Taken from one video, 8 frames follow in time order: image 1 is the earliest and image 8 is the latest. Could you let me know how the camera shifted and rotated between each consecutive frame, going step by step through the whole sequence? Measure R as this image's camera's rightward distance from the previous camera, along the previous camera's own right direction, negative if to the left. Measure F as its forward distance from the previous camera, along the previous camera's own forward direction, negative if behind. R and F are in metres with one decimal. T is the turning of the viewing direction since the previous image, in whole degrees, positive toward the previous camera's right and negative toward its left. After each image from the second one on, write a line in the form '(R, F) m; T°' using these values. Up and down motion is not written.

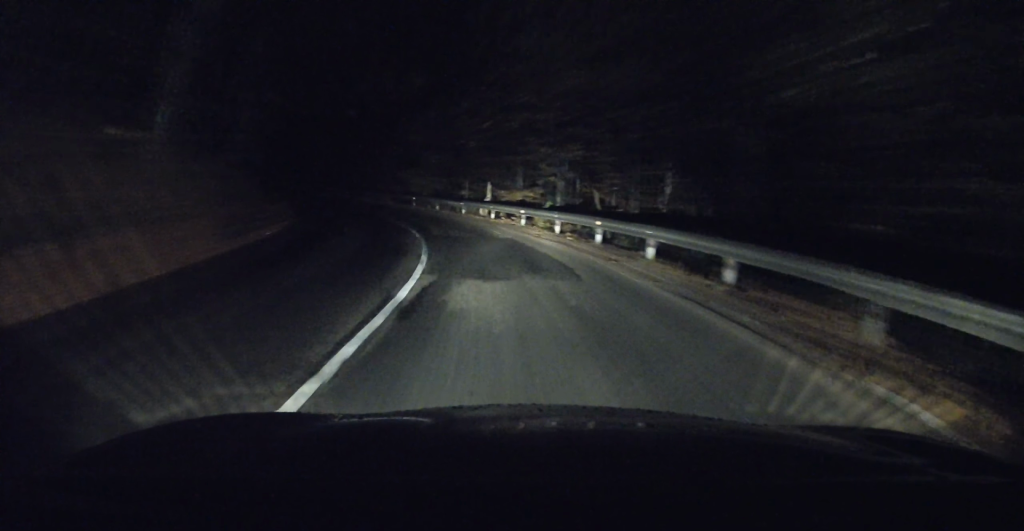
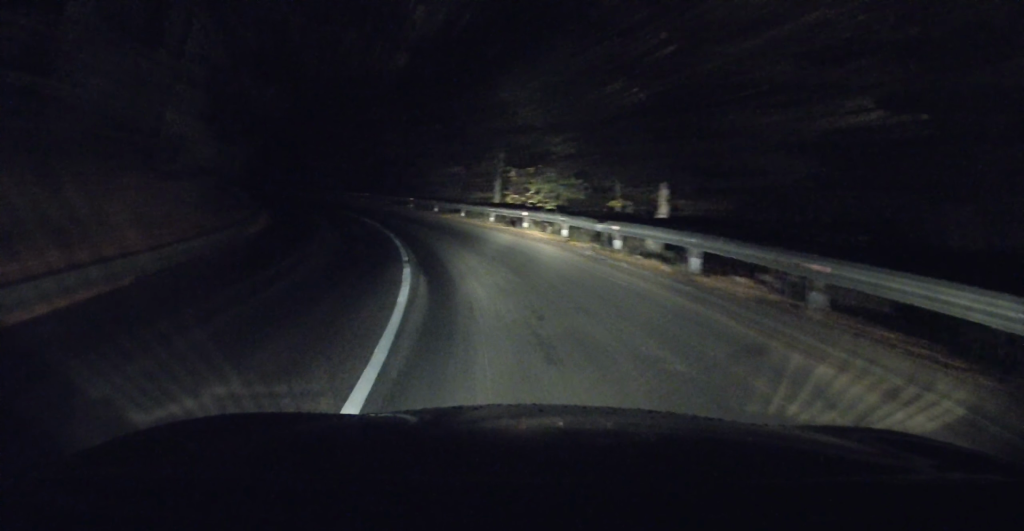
(-1.9, +16.4) m; -13°
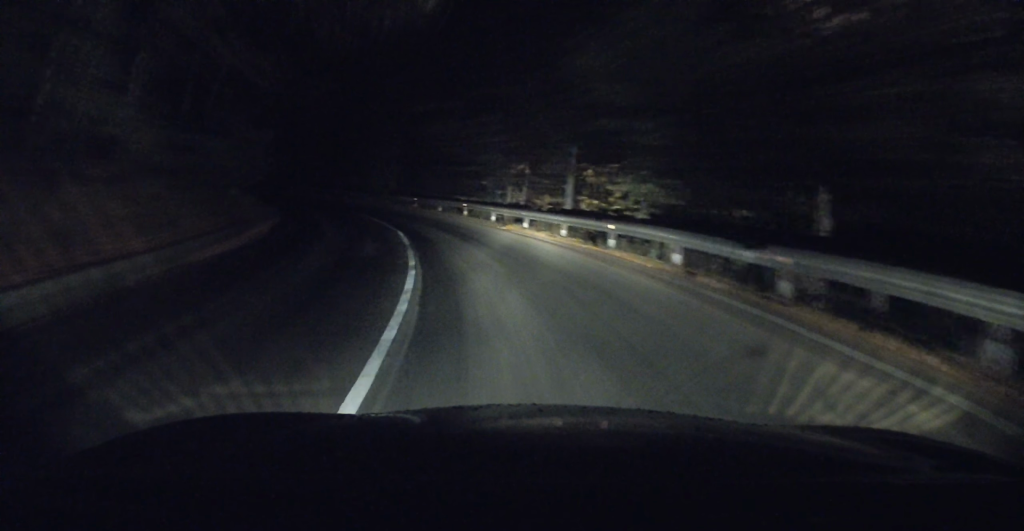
(-0.4, +6.4) m; -4°
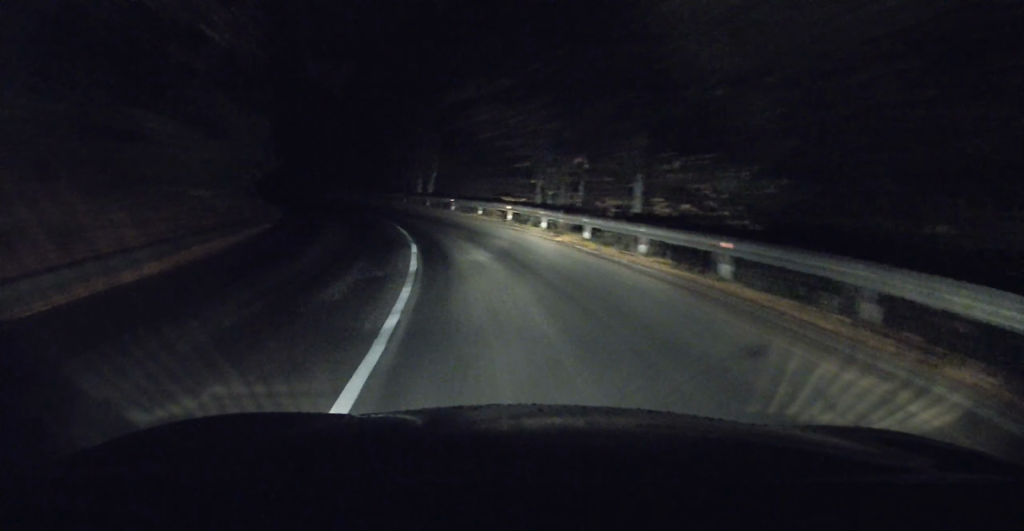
(+0.1, +5.4) m; -4°
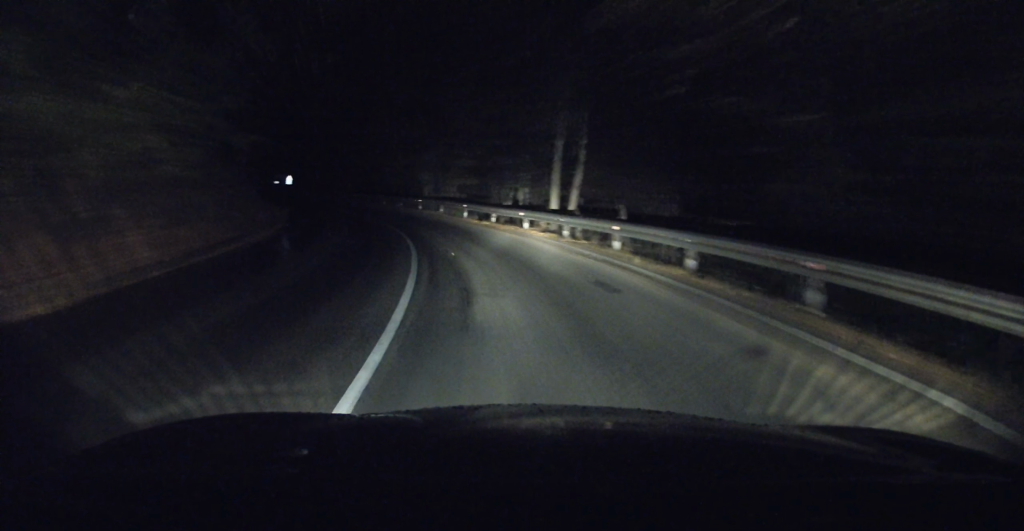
(-1.8, +17.1) m; -12°
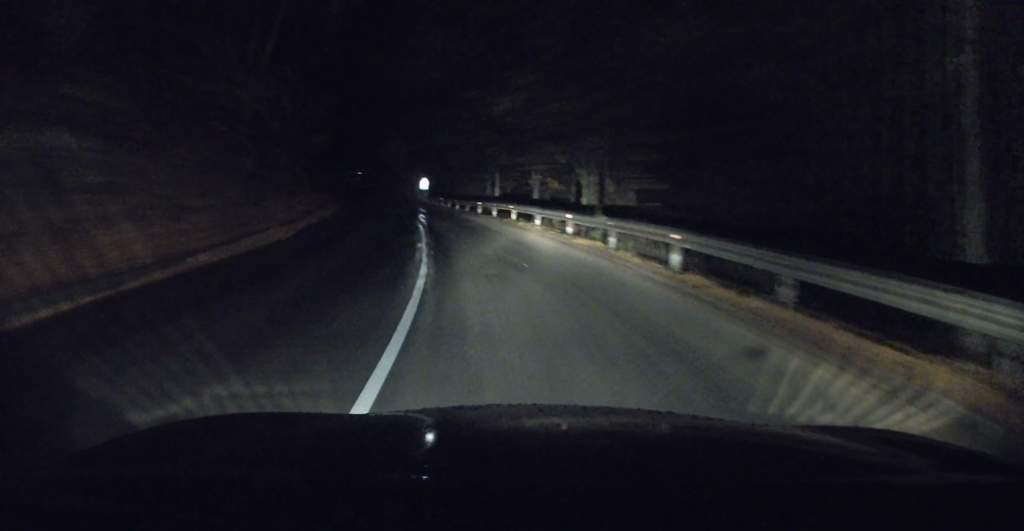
(-2.2, +17.4) m; -13°
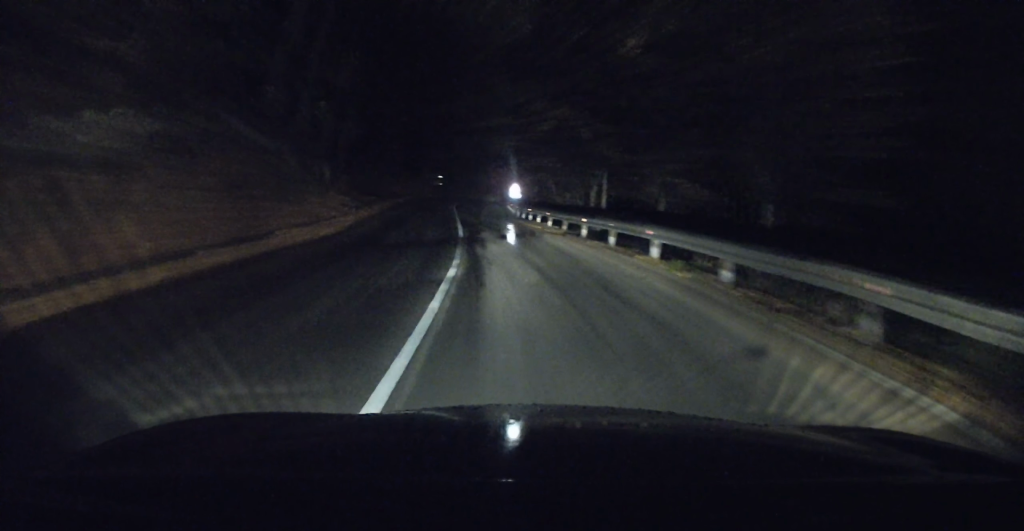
(-1.0, +12.4) m; -7°
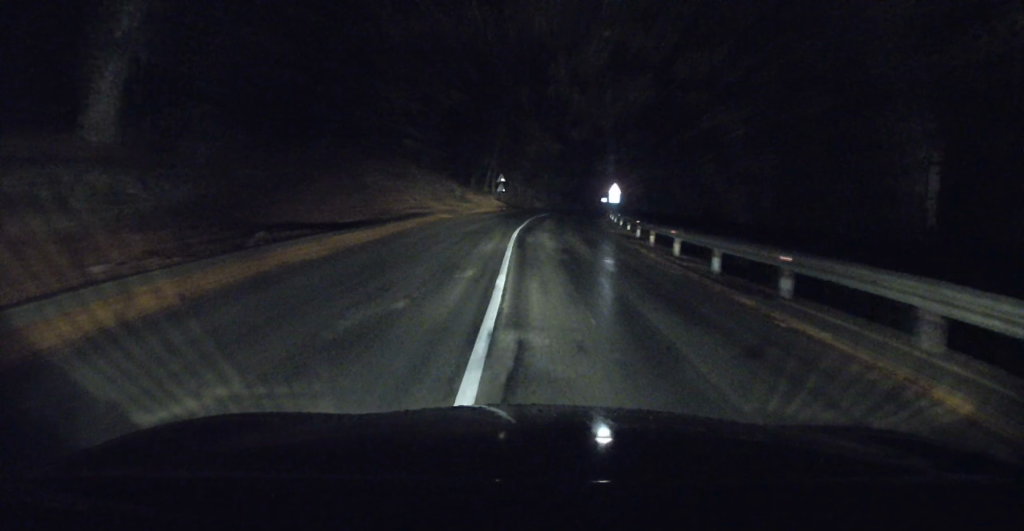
(-2.4, +24.8) m; -10°
